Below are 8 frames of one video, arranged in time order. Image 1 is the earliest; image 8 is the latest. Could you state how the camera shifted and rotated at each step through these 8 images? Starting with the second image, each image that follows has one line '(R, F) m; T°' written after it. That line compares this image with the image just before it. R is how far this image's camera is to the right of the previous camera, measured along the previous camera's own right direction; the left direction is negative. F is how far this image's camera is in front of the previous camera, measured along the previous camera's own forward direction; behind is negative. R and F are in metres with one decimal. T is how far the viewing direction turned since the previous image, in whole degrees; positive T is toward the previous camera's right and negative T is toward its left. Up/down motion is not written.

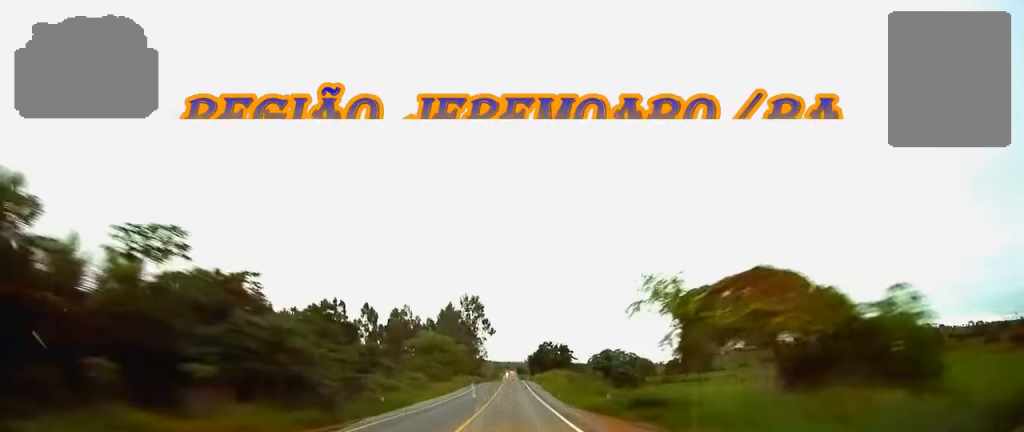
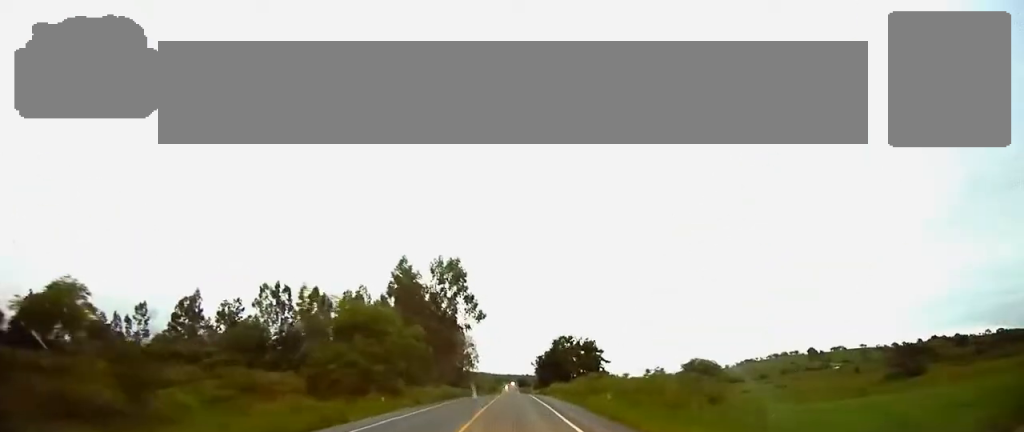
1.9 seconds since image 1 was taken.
(+0.1, +53.4) m; 0°
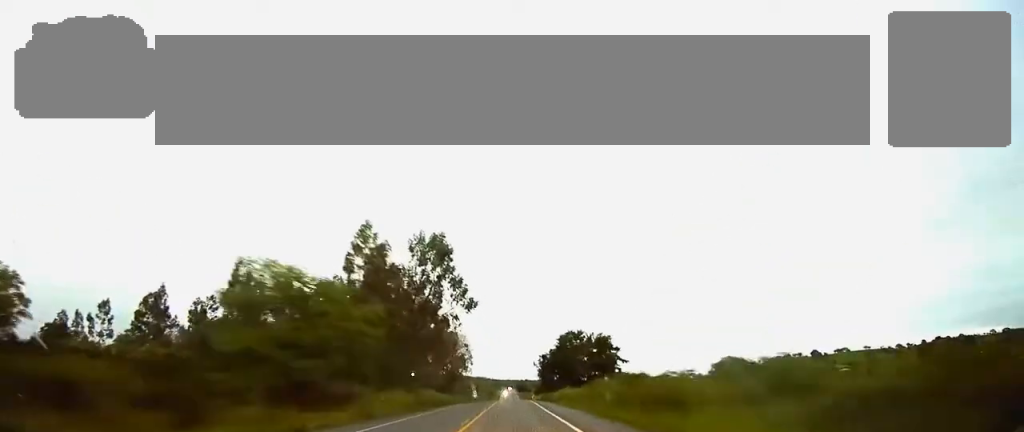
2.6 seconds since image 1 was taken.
(0.0, +17.6) m; 0°
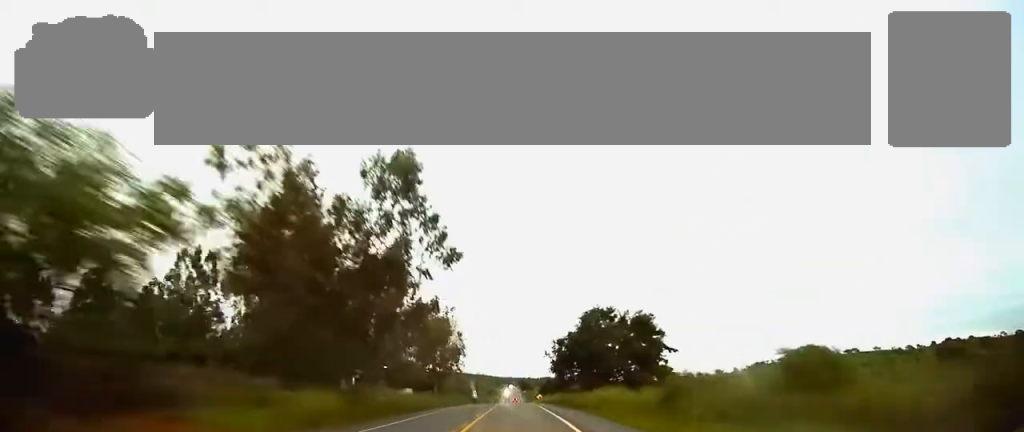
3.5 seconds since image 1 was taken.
(-0.1, +25.8) m; 0°
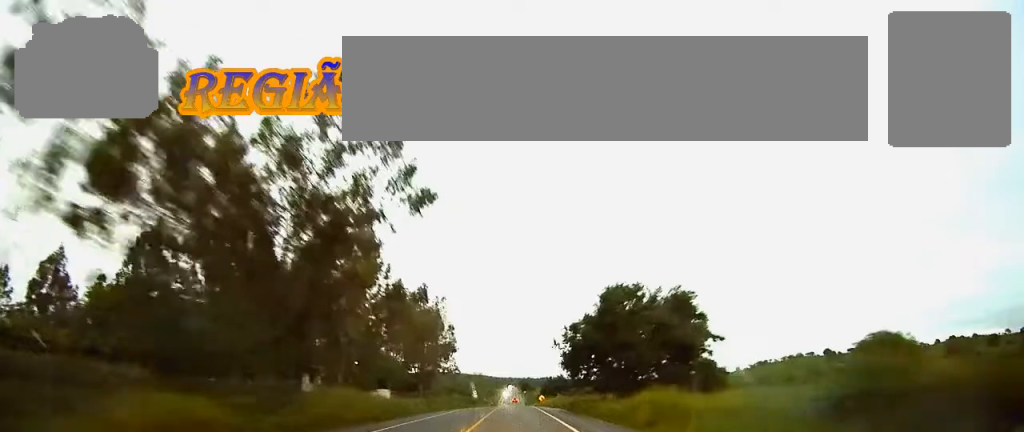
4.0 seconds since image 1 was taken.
(0.0, +14.8) m; 0°
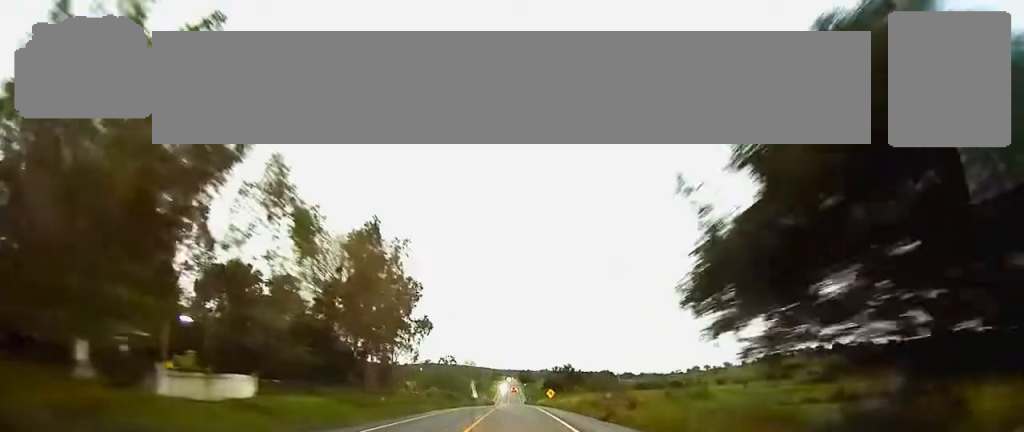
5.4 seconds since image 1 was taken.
(+0.1, +37.4) m; 0°
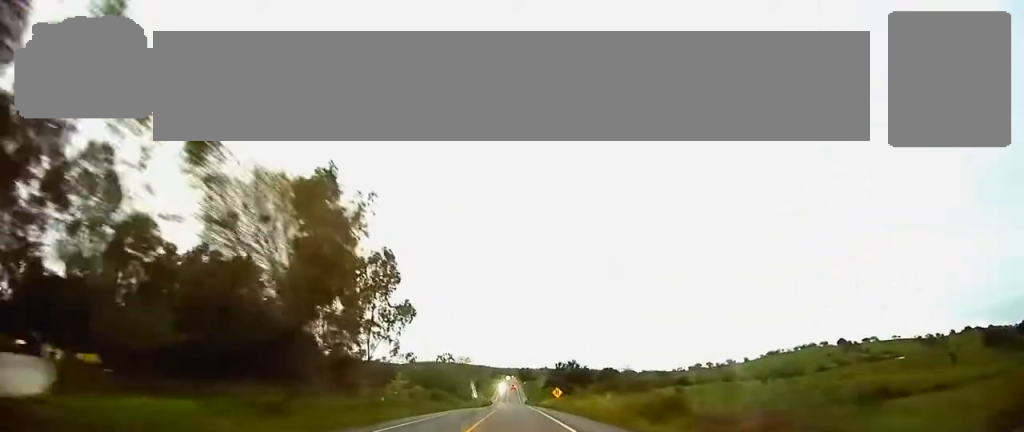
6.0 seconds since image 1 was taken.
(0.0, +17.1) m; 0°
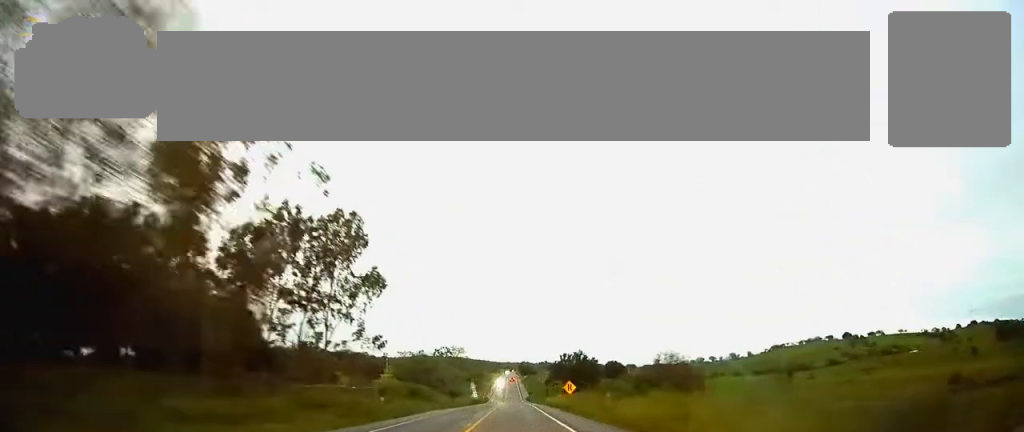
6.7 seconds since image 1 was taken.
(+0.1, +20.2) m; 0°
